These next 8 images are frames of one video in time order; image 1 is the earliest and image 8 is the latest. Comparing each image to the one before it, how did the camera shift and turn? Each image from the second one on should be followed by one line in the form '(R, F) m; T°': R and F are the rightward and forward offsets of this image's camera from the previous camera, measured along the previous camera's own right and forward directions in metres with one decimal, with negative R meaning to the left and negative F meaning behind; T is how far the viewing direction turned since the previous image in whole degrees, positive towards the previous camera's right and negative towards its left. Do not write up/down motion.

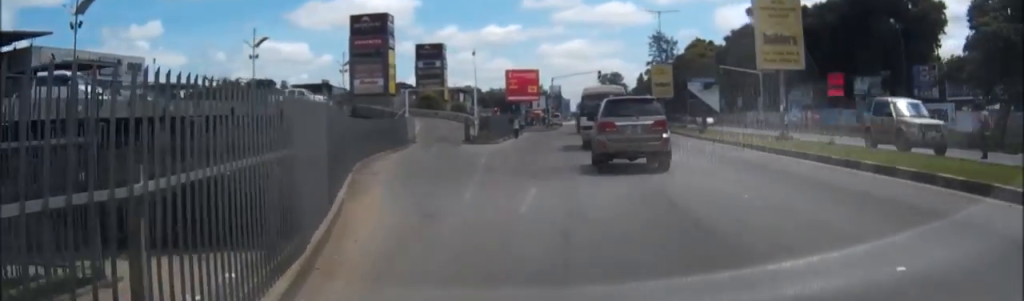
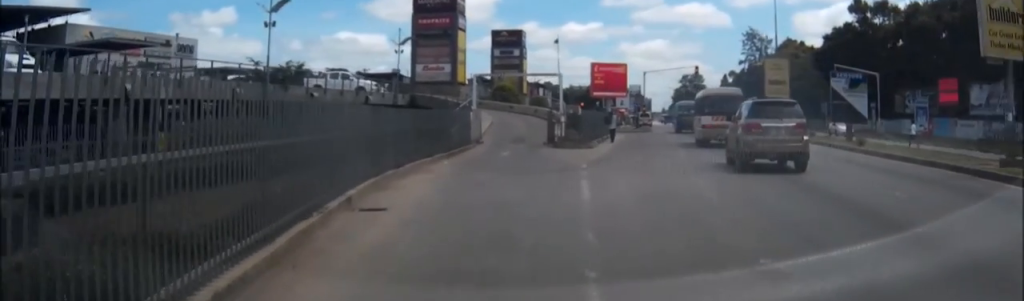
(-0.9, +10.0) m; -8°
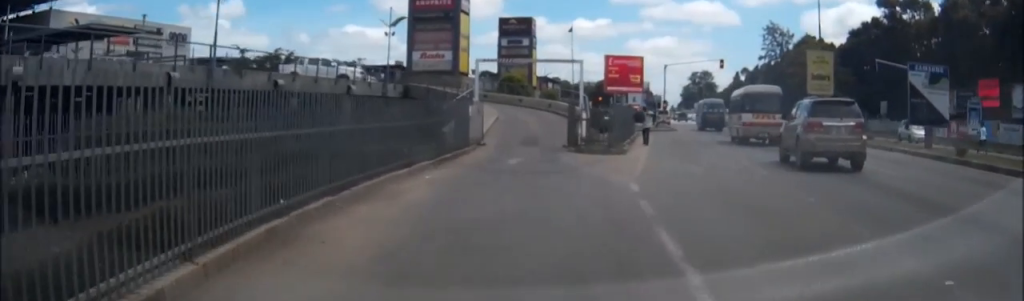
(-0.3, +6.7) m; -2°
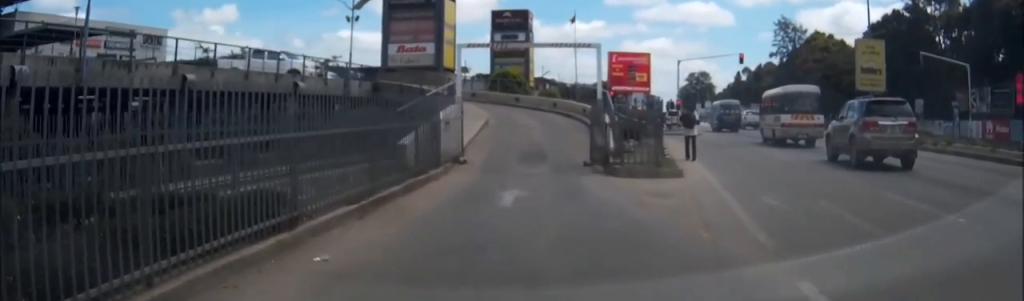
(+0.1, +8.7) m; +1°
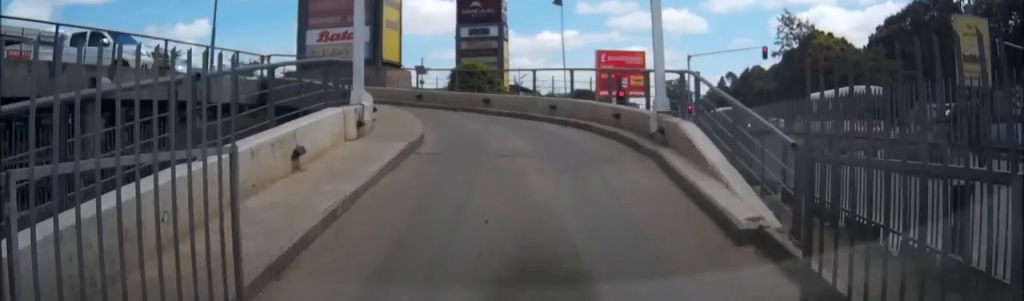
(0.0, +15.3) m; +1°
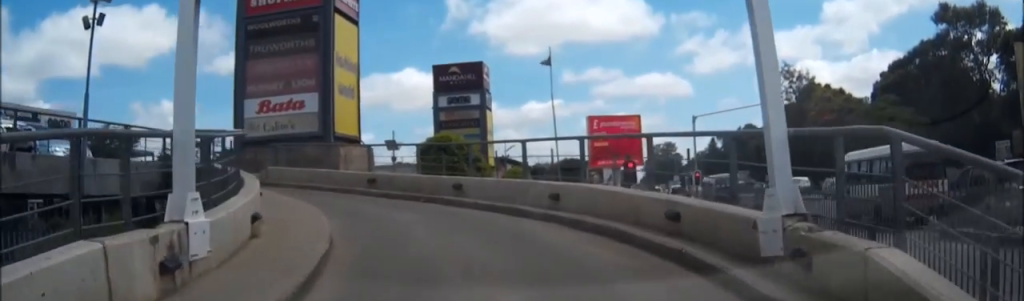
(+0.3, +7.0) m; +1°
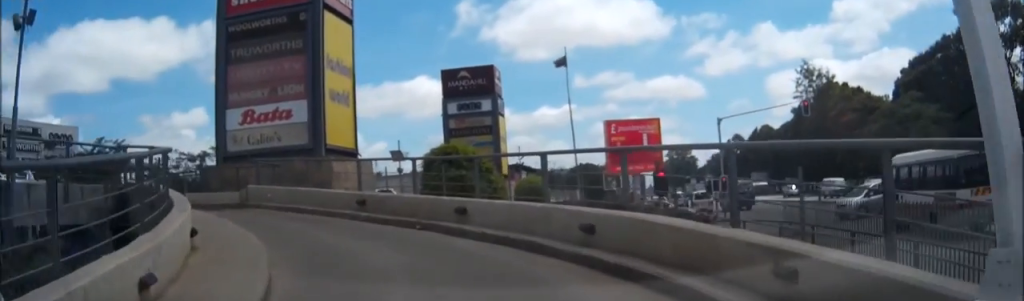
(+0.1, +3.1) m; -2°
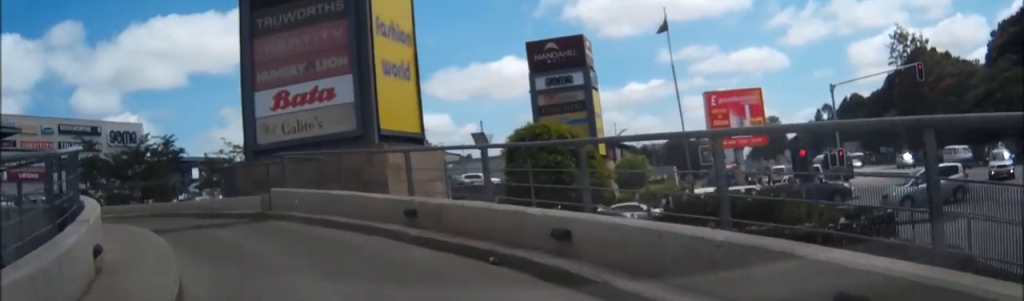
(-0.3, +4.6) m; -4°
